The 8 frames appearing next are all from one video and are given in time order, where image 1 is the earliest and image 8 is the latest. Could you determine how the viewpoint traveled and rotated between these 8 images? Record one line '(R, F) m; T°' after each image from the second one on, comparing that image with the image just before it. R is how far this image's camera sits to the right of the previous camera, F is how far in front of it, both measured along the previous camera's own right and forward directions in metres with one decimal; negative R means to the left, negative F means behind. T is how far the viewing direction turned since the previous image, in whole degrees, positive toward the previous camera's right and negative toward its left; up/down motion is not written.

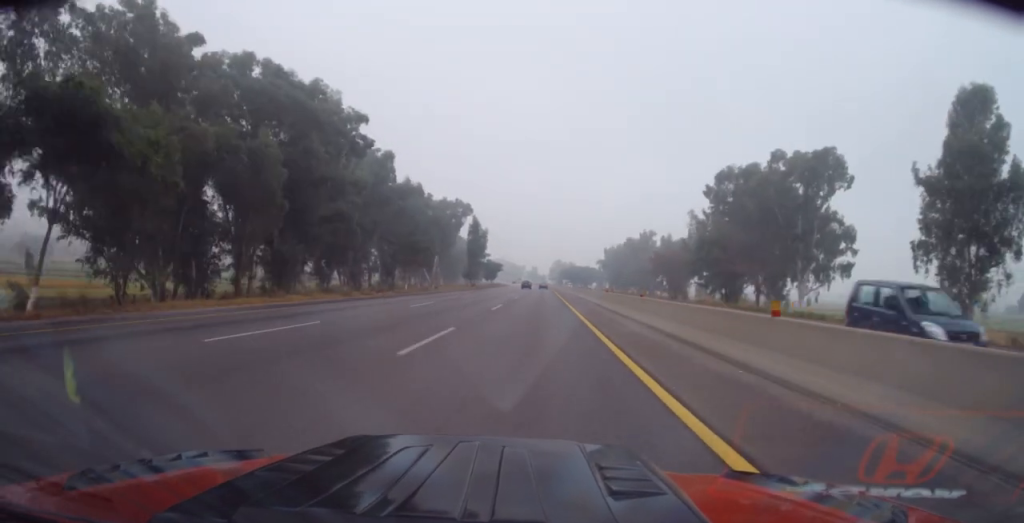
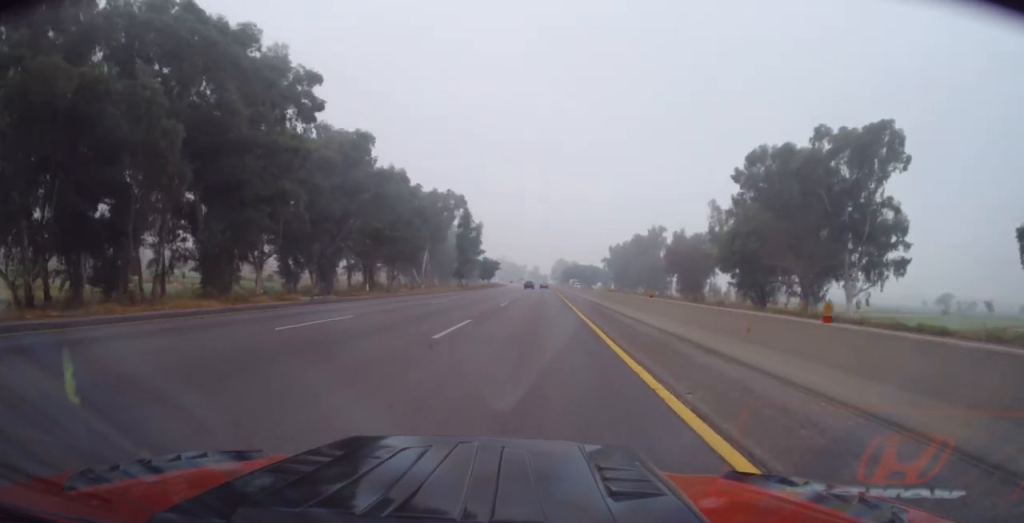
(-0.1, +14.9) m; 0°
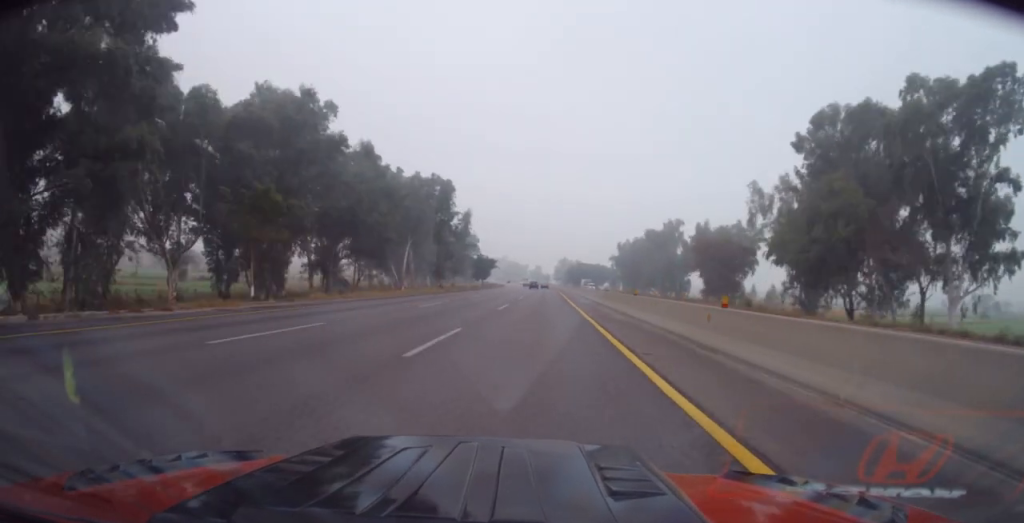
(+0.1, +21.1) m; +1°
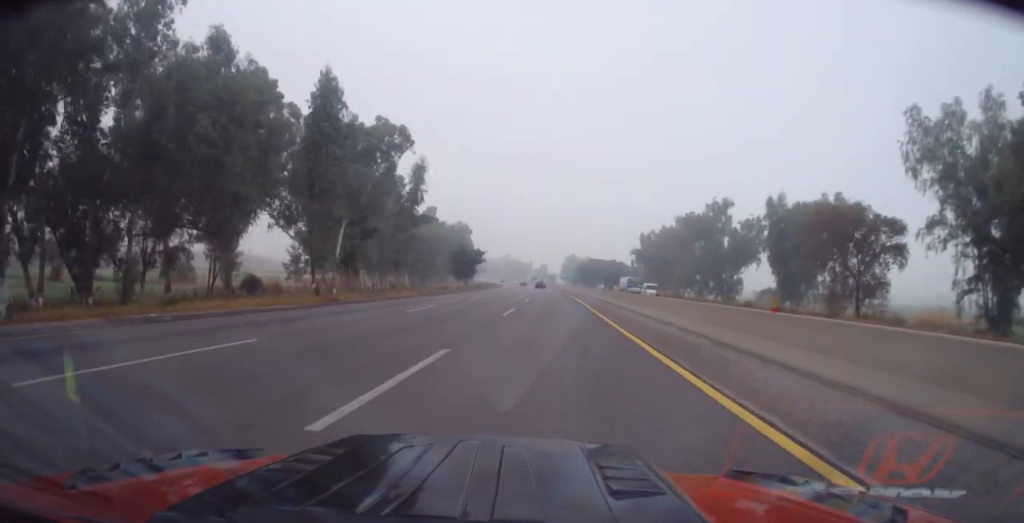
(0.0, +40.6) m; -1°
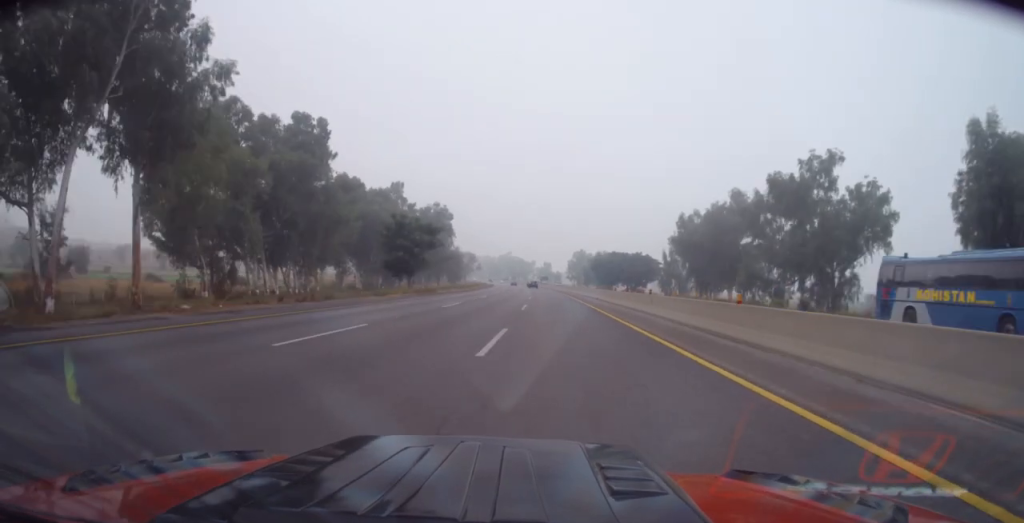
(-0.6, +48.2) m; -1°
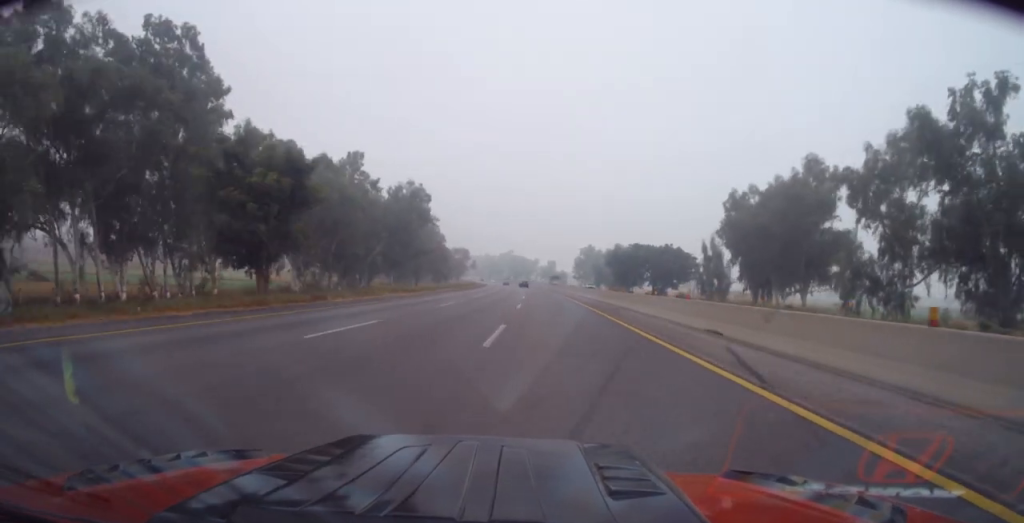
(0.0, +34.2) m; 0°
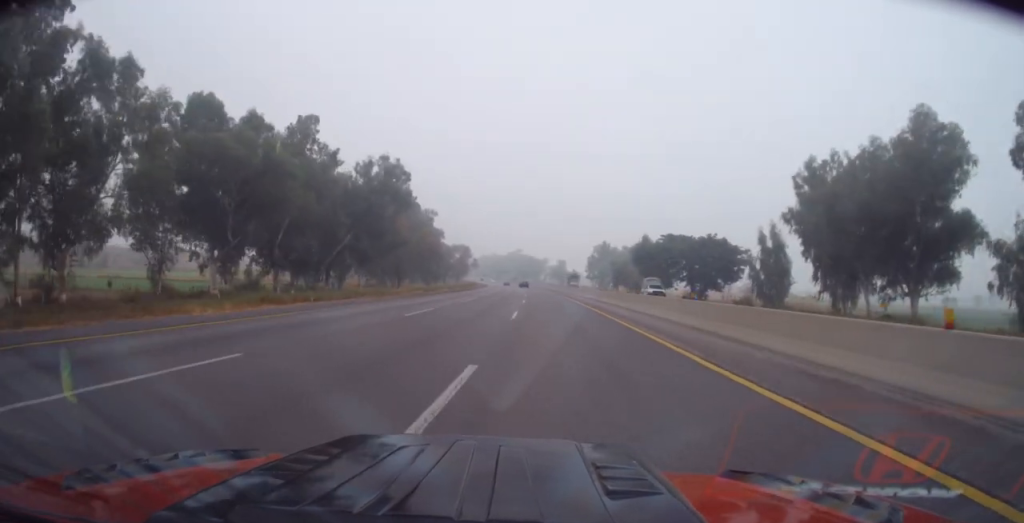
(-0.1, +26.4) m; -1°
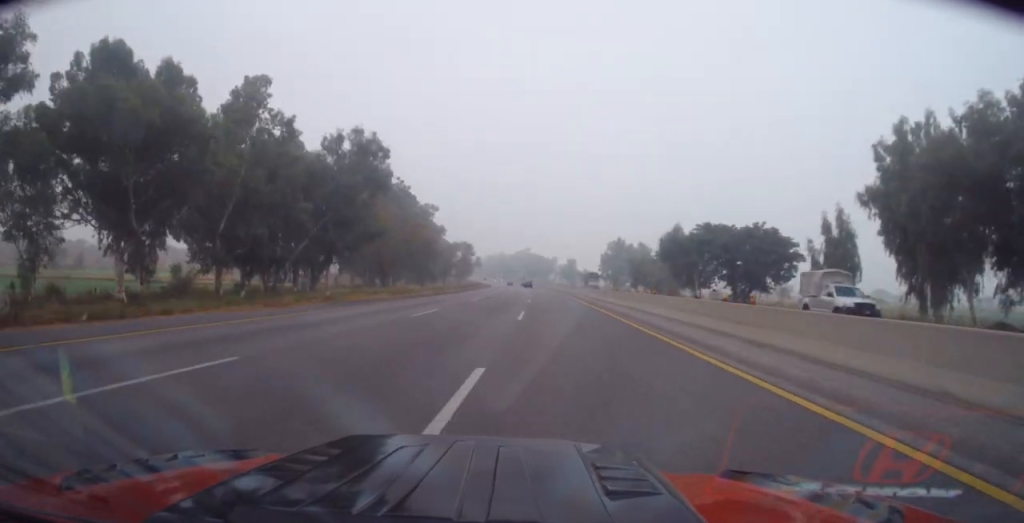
(-0.1, +18.3) m; -1°
